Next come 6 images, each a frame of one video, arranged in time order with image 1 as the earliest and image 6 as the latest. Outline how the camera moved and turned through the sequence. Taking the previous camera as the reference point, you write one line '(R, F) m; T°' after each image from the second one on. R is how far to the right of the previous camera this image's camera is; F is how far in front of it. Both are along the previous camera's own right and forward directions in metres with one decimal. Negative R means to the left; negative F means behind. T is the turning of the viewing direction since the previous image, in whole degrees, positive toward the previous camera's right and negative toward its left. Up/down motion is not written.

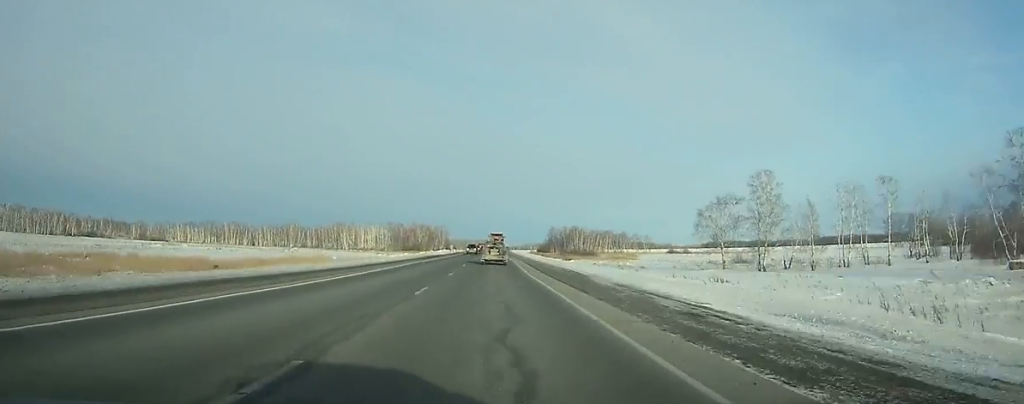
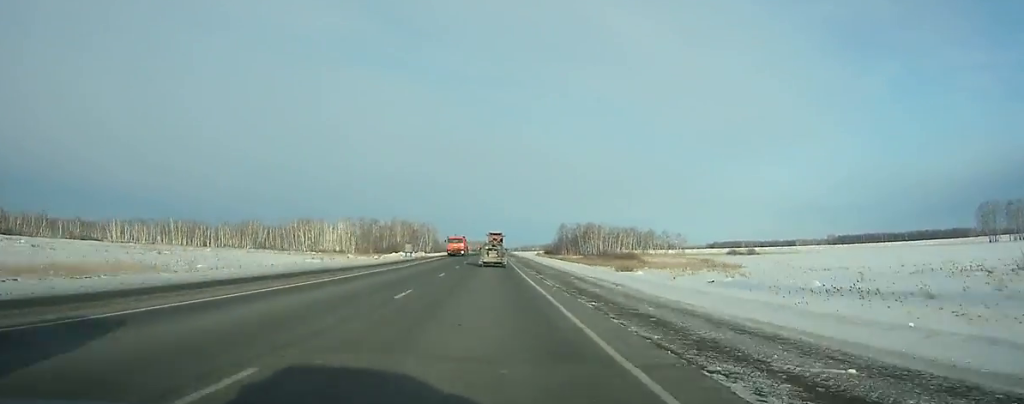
(+0.4, +70.6) m; 0°
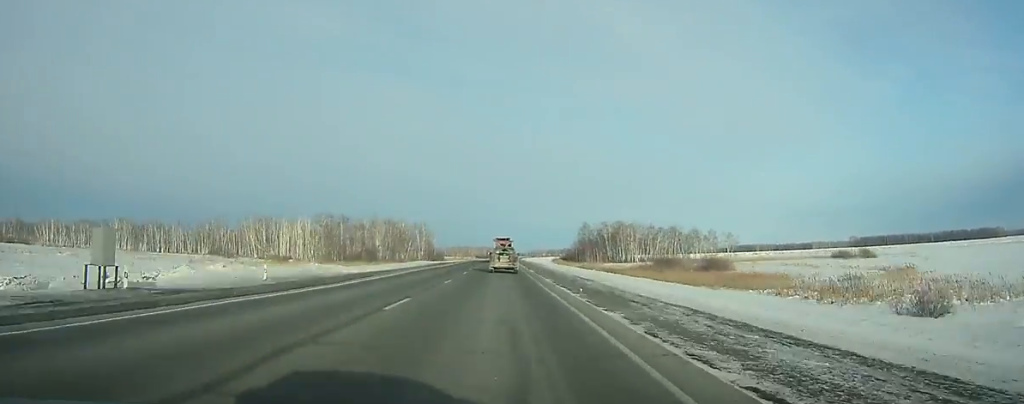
(-0.2, +62.3) m; 0°
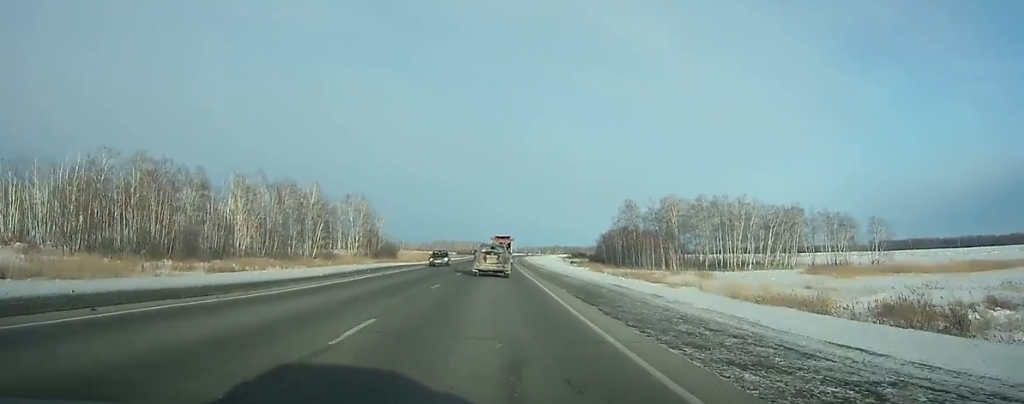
(+0.3, +109.6) m; +1°
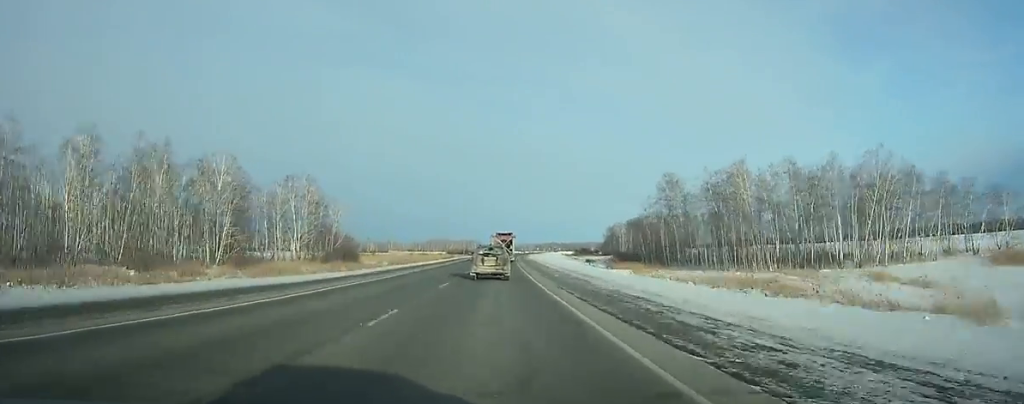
(+0.2, +45.2) m; +1°
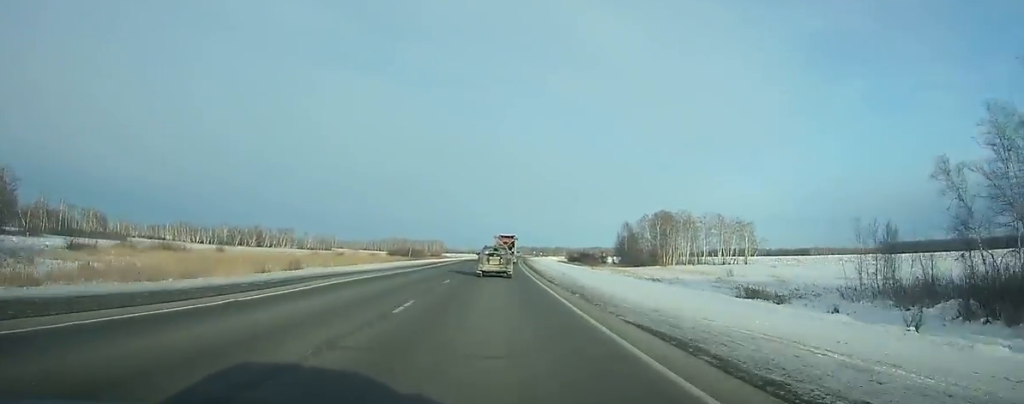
(+2.4, +119.0) m; +3°
